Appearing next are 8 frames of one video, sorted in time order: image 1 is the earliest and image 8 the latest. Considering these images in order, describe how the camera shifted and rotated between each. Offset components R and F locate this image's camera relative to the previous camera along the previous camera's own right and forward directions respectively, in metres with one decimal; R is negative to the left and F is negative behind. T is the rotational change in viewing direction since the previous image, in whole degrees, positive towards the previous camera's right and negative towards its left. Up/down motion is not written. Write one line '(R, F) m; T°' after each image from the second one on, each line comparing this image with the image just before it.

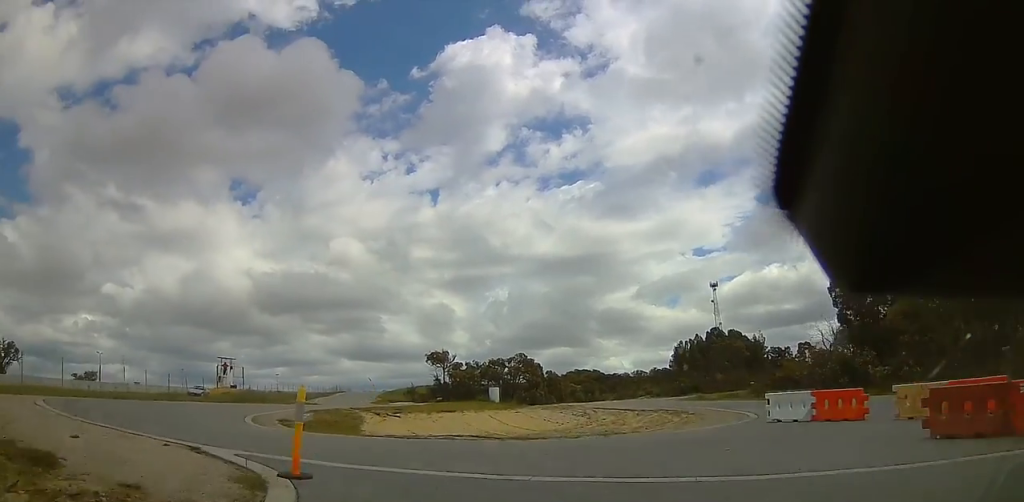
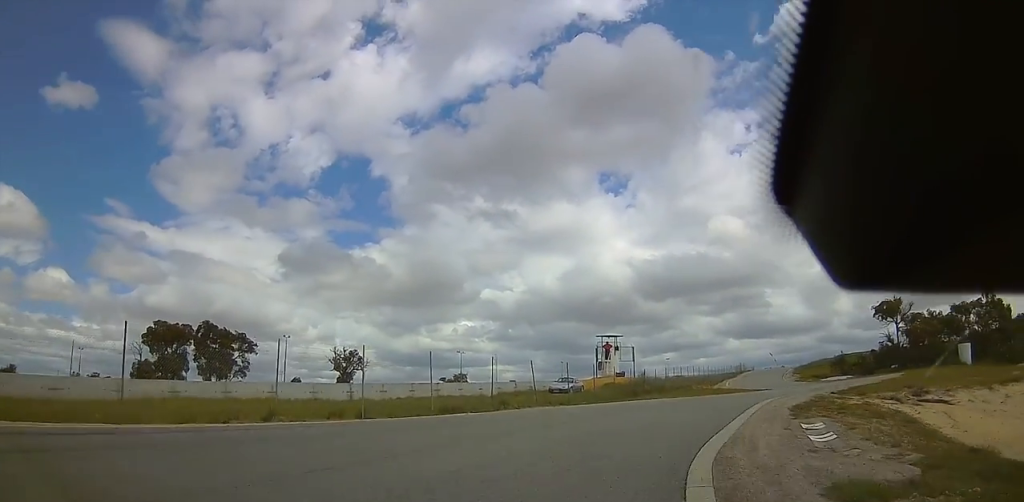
(-12.0, +23.9) m; -19°
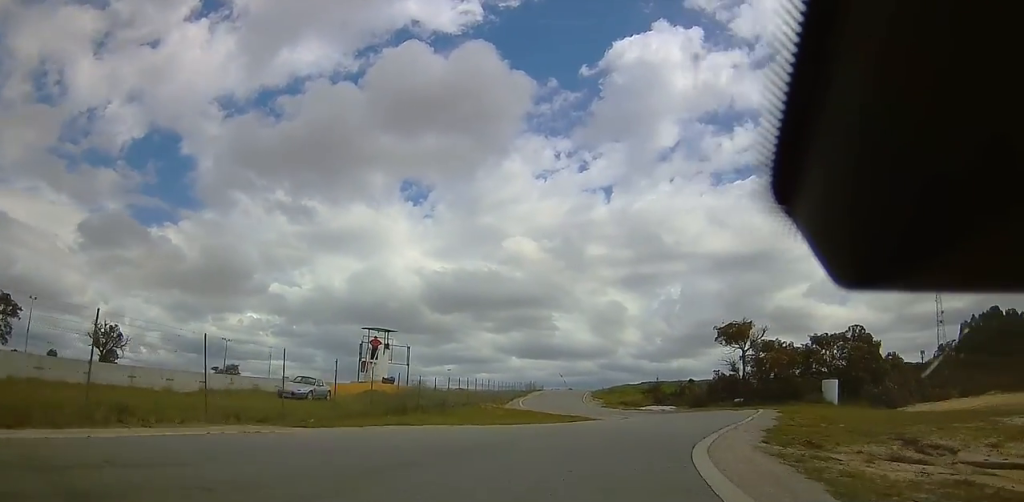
(+1.5, +12.7) m; +7°
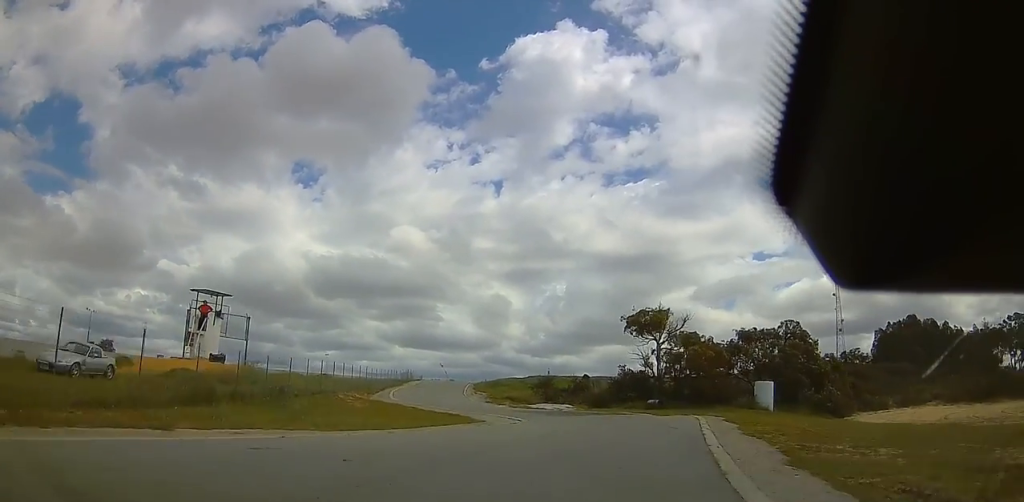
(+0.3, +8.3) m; +3°
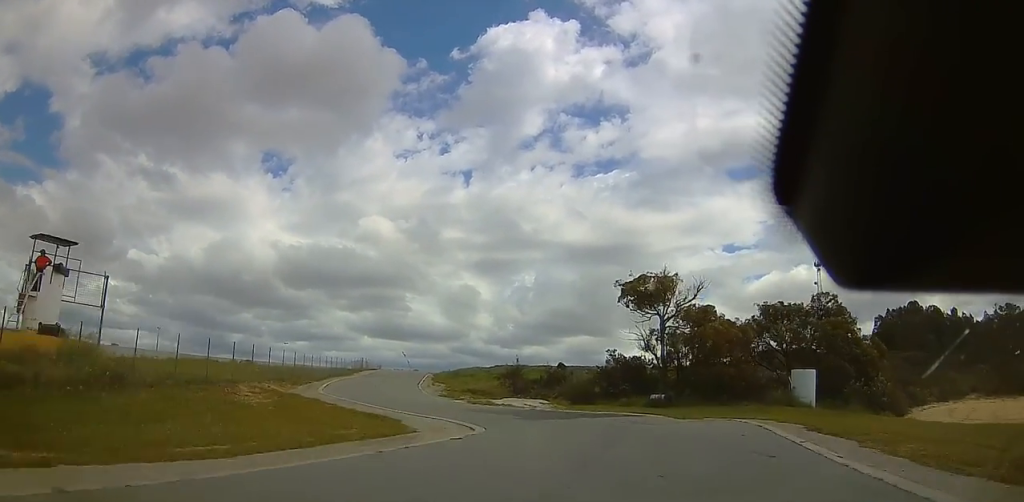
(0.0, +10.3) m; +1°
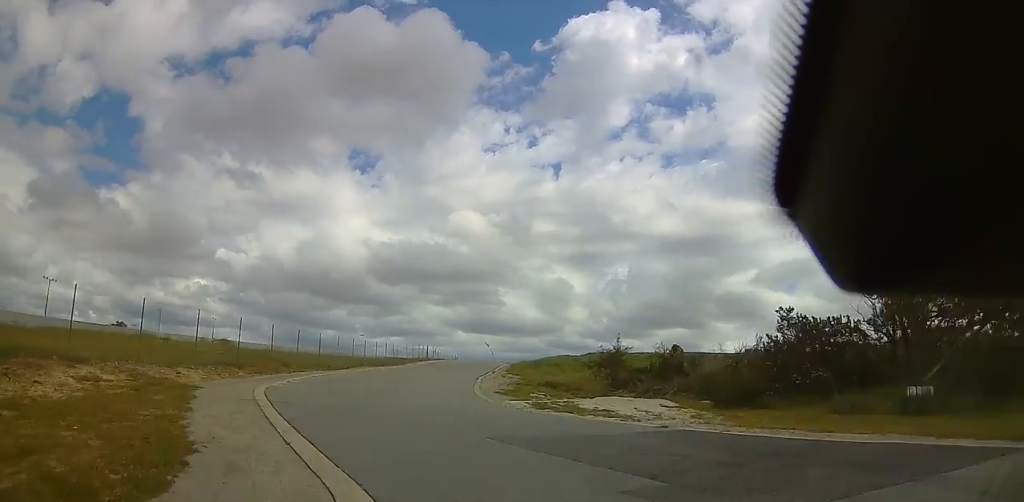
(+0.3, +17.4) m; -4°
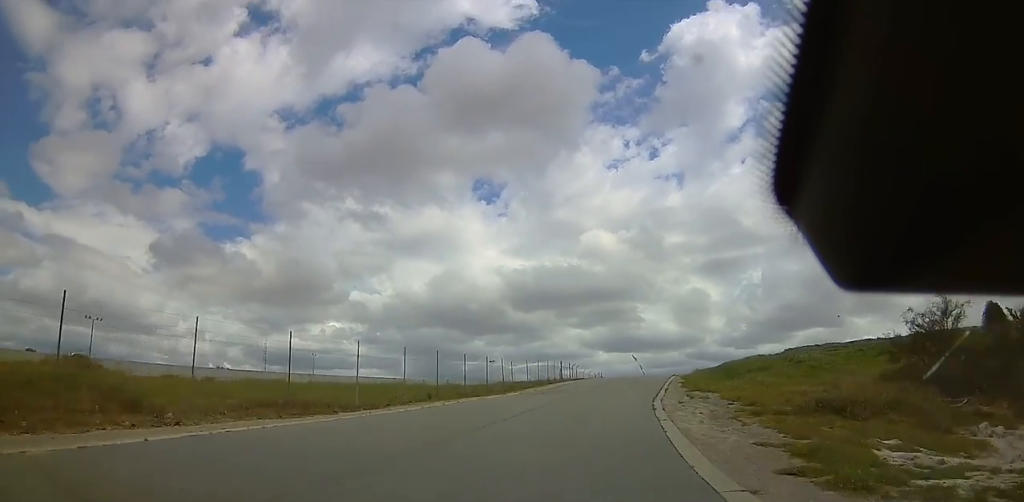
(-1.9, +22.9) m; -5°
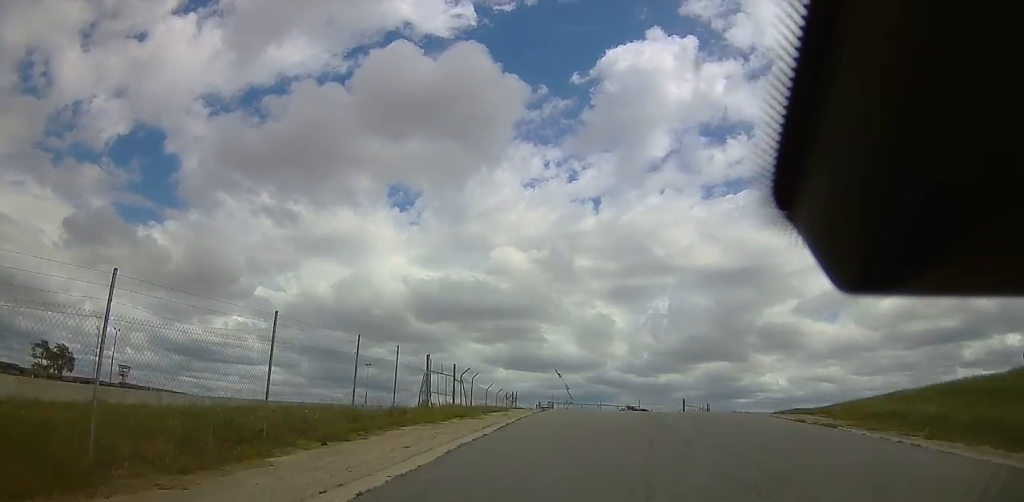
(+0.7, +38.2) m; +8°
